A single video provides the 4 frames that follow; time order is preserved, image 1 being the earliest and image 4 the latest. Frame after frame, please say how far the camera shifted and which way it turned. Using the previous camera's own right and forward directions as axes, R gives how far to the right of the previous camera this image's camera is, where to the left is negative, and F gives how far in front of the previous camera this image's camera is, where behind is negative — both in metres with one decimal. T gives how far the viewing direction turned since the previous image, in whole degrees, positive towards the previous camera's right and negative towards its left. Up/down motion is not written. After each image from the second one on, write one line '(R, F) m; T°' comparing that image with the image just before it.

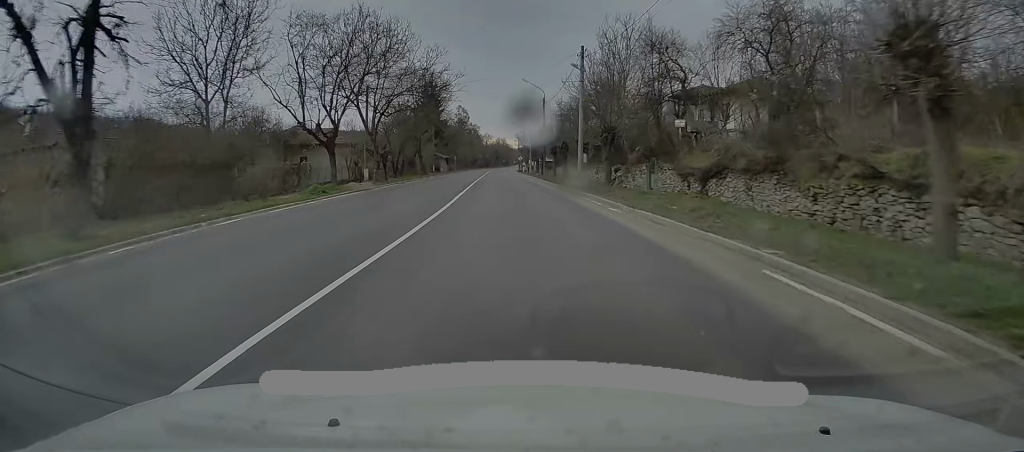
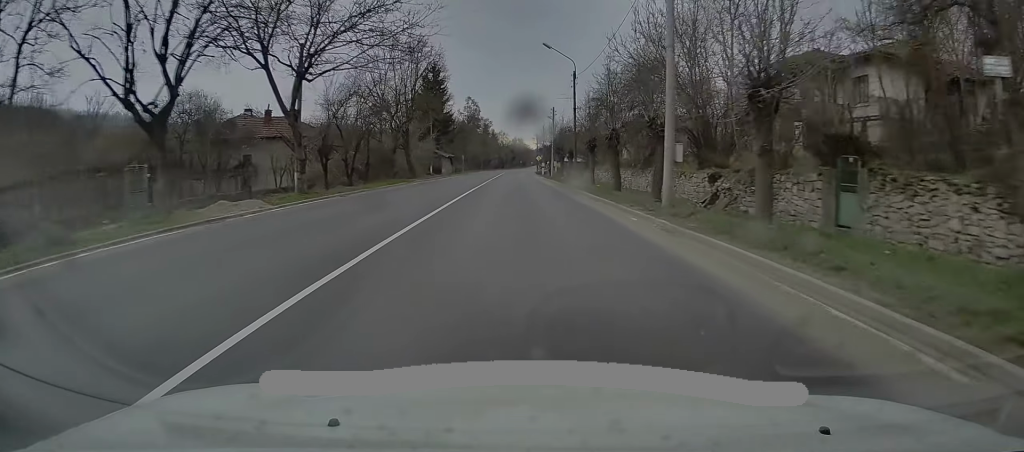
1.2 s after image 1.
(-0.5, +18.7) m; -2°
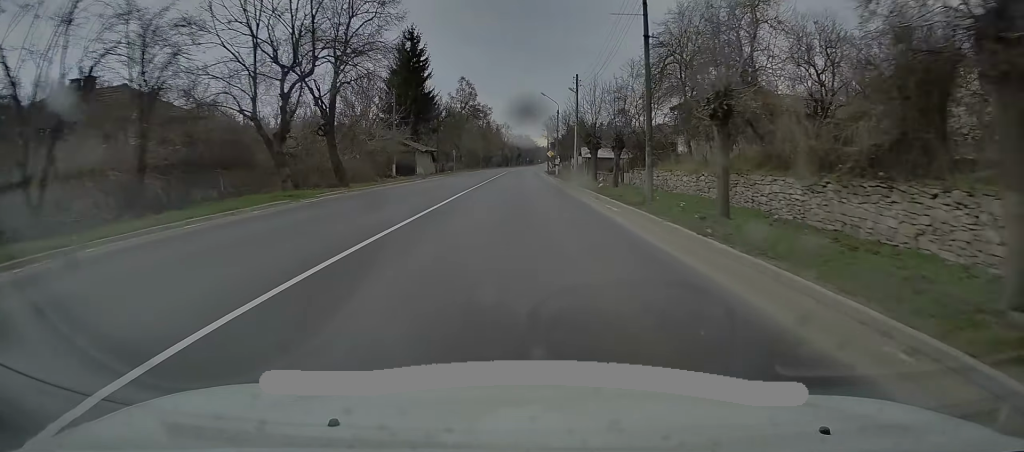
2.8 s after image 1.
(-0.2, +24.4) m; -1°
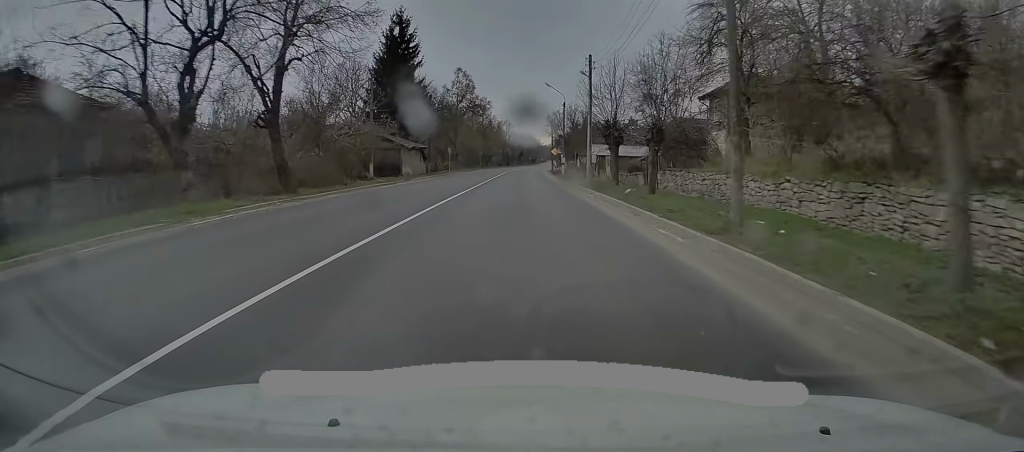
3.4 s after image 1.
(0.0, +8.1) m; 0°
